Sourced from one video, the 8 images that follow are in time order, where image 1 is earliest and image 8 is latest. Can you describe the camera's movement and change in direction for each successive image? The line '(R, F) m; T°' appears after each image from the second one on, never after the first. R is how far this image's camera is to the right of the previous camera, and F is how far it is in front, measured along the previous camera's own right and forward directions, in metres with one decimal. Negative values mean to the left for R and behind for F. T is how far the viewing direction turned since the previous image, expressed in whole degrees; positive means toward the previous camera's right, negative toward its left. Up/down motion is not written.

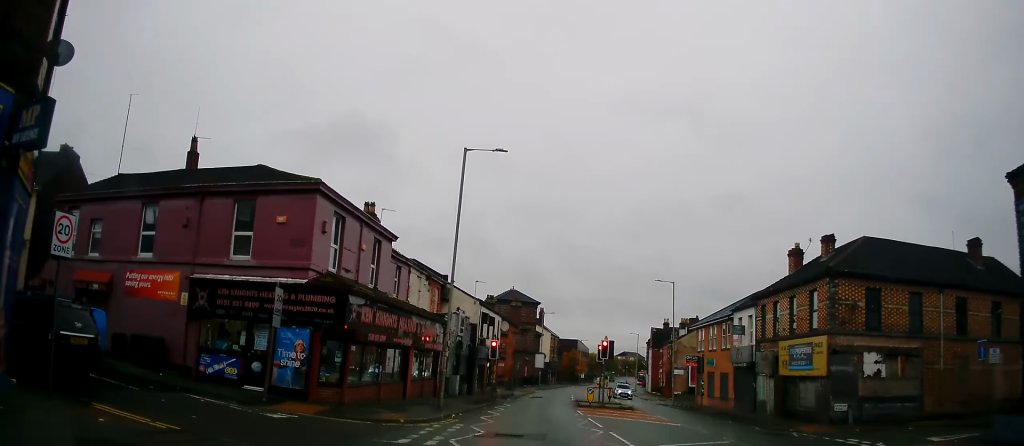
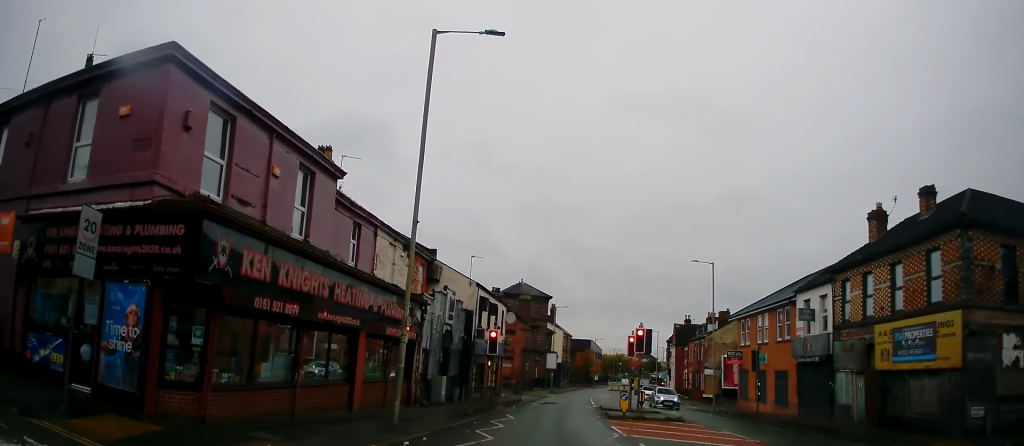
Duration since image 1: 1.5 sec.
(+0.1, +9.1) m; -1°
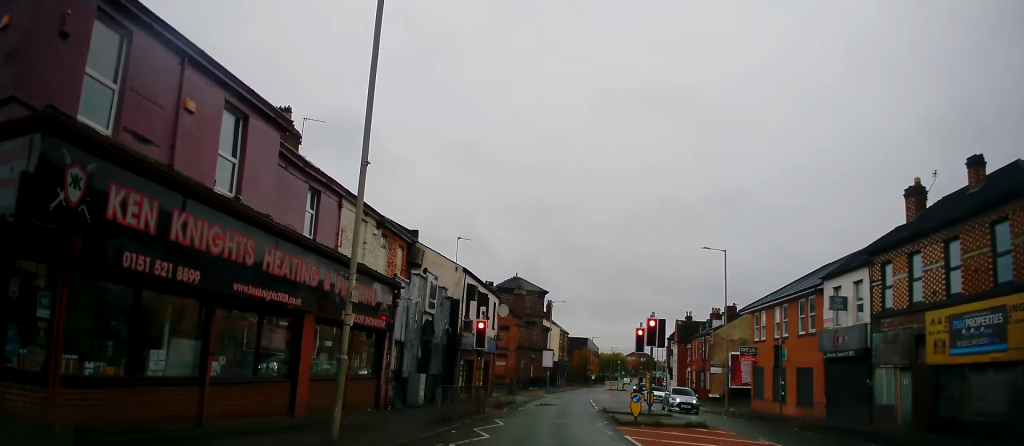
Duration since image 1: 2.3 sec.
(-0.1, +4.0) m; -1°
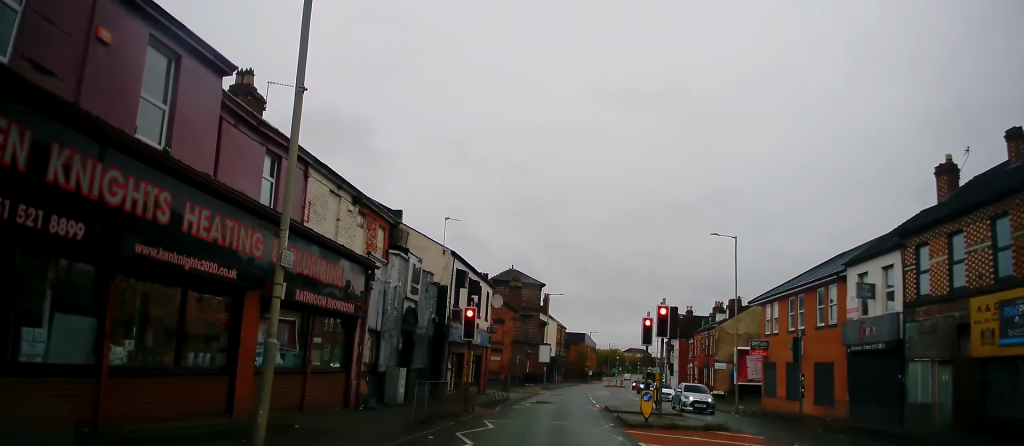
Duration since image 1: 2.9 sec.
(0.0, +2.8) m; +1°
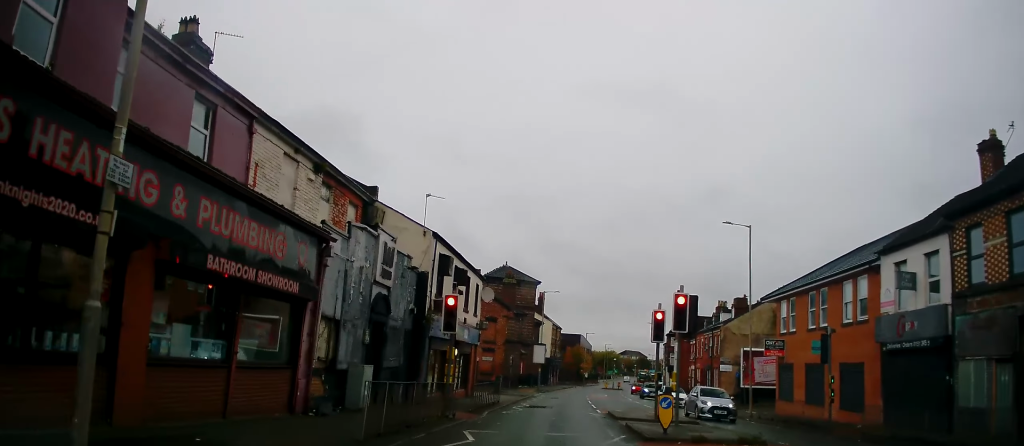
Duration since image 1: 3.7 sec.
(+0.1, +3.3) m; +1°
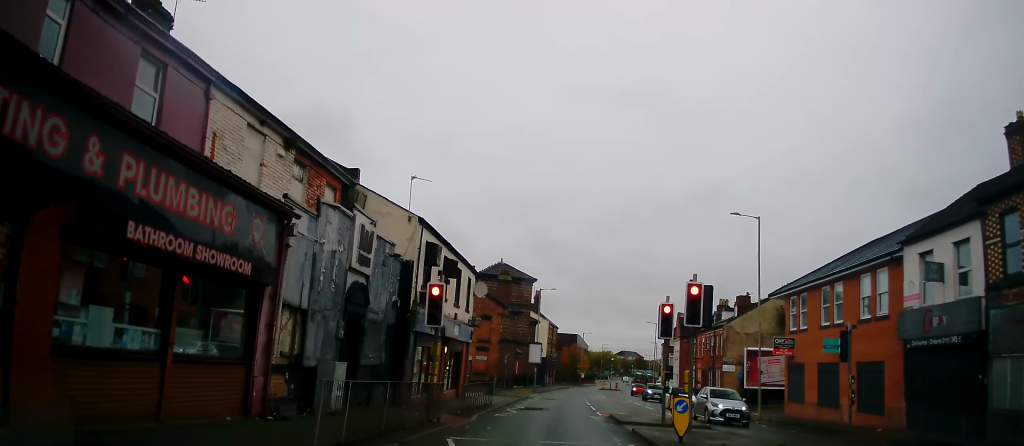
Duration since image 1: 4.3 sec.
(0.0, +1.9) m; +1°
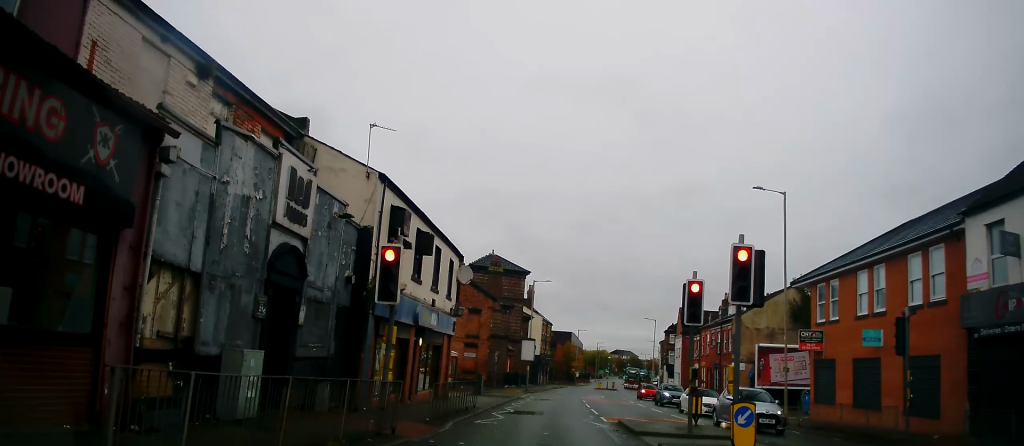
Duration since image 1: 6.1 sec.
(+0.1, +4.3) m; 0°
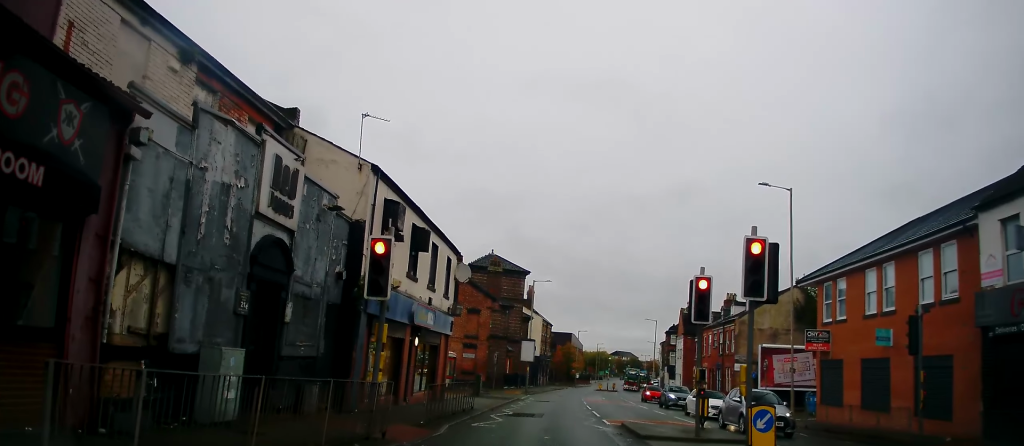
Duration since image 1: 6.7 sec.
(-0.1, +0.7) m; 0°
